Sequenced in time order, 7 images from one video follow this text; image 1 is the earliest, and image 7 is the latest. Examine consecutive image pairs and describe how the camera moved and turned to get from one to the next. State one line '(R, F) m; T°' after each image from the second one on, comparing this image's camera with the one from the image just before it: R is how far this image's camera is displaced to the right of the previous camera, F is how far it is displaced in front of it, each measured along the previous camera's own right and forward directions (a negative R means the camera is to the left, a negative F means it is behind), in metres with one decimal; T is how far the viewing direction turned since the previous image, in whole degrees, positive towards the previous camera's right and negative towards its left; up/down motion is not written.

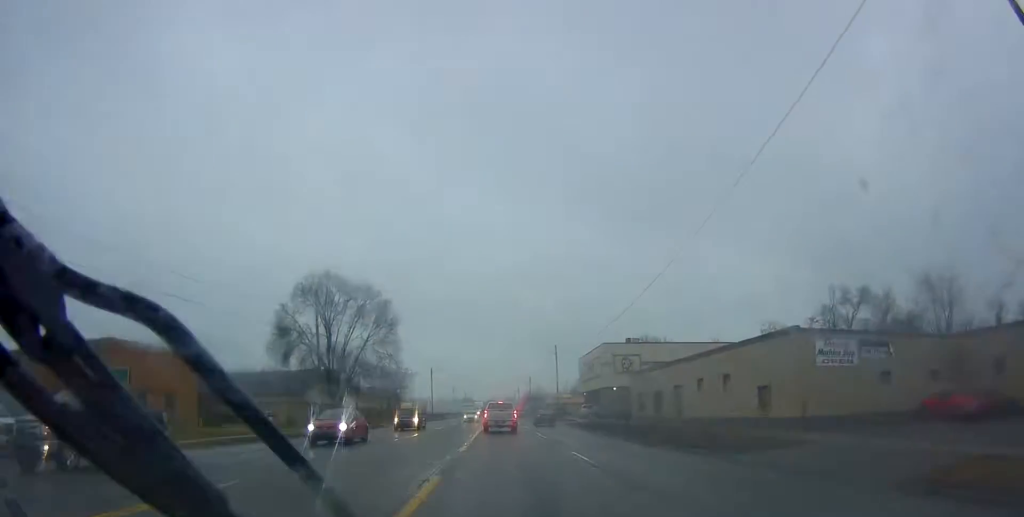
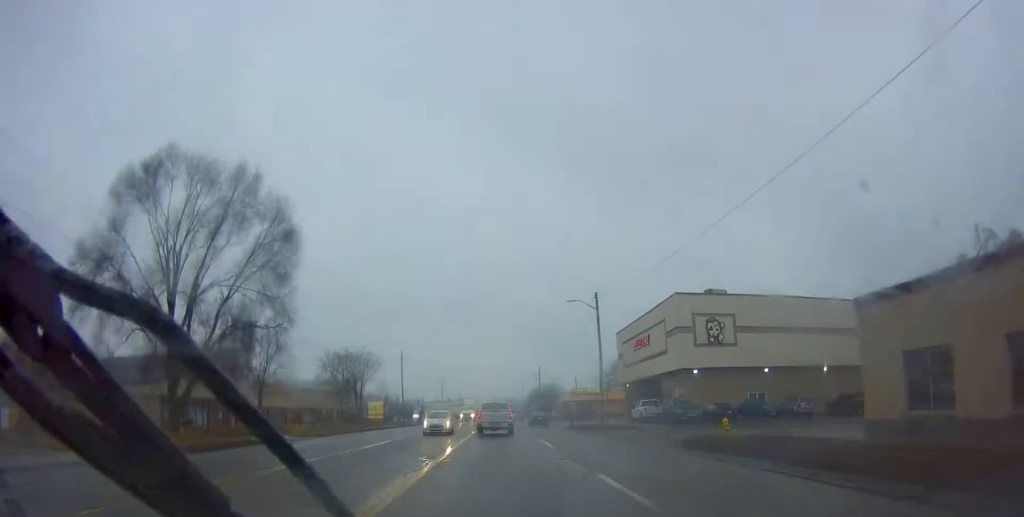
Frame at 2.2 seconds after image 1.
(-0.7, +36.6) m; +2°
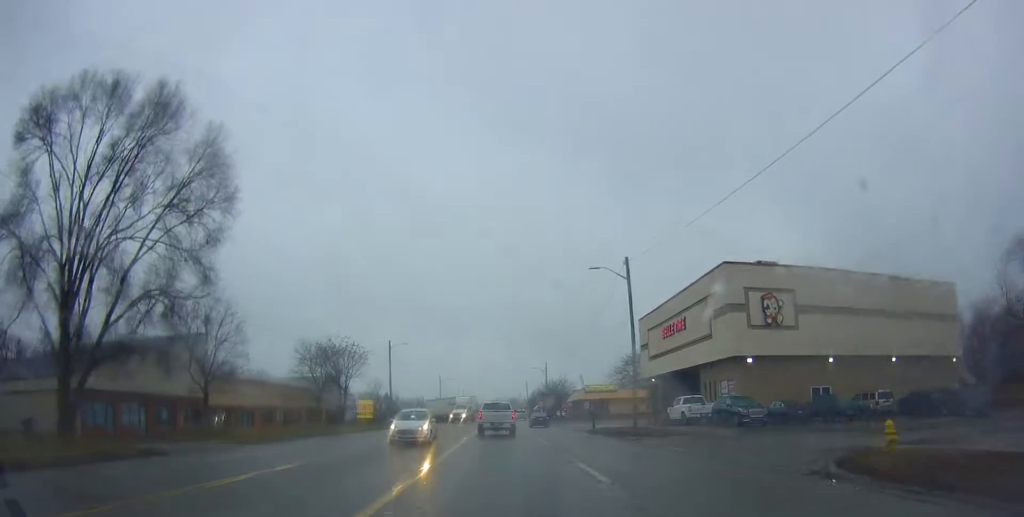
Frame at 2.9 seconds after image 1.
(+0.3, +11.2) m; +1°
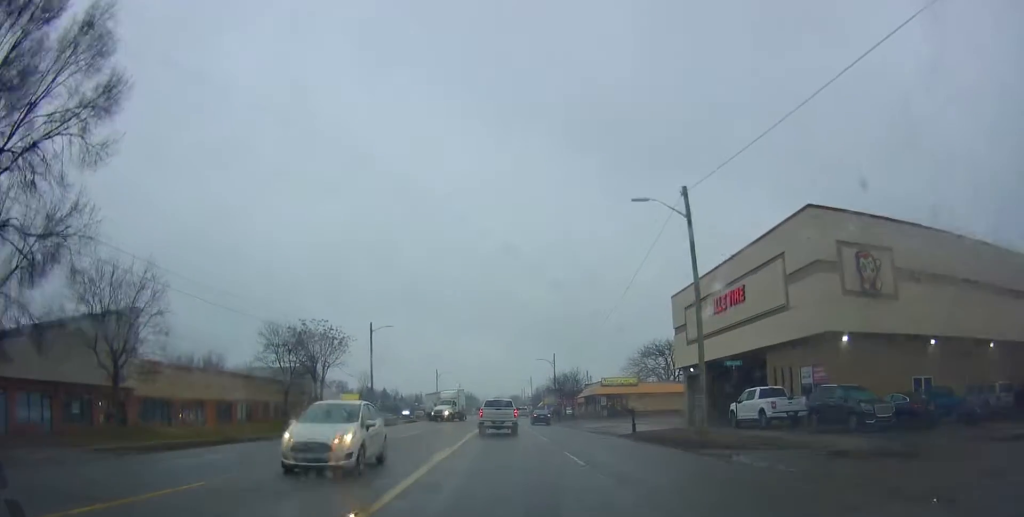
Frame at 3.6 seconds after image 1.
(+0.1, +12.0) m; -1°
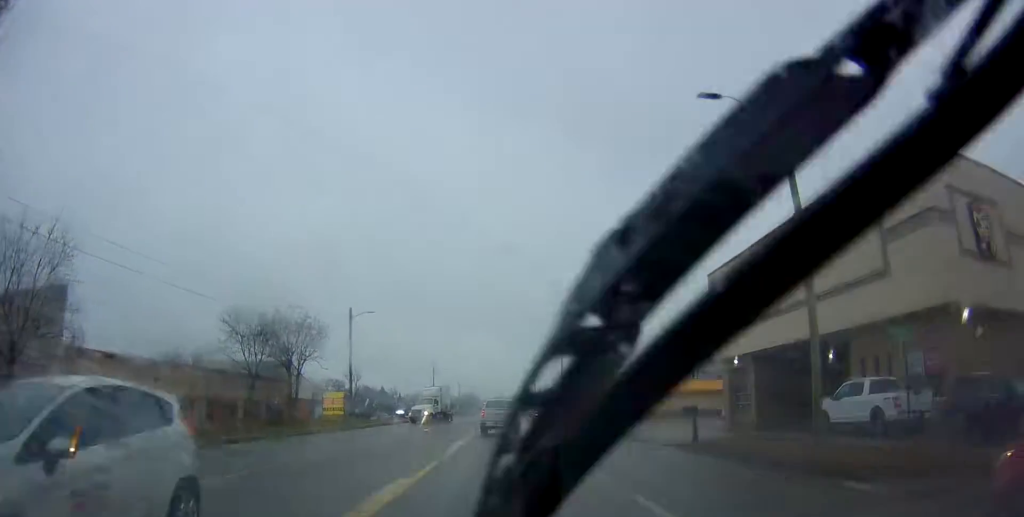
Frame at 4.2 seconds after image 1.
(-0.2, +9.6) m; 0°
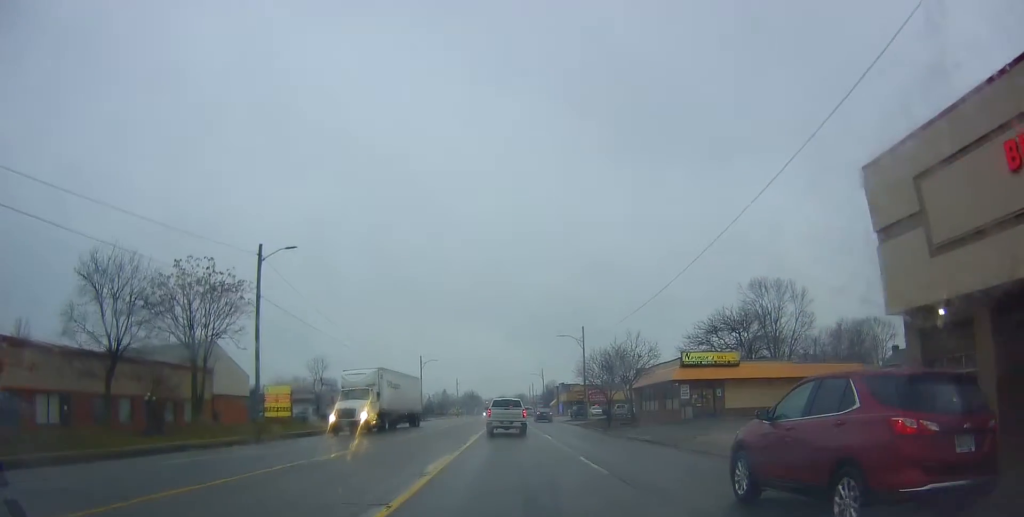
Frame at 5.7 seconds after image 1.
(+0.1, +22.9) m; -2°
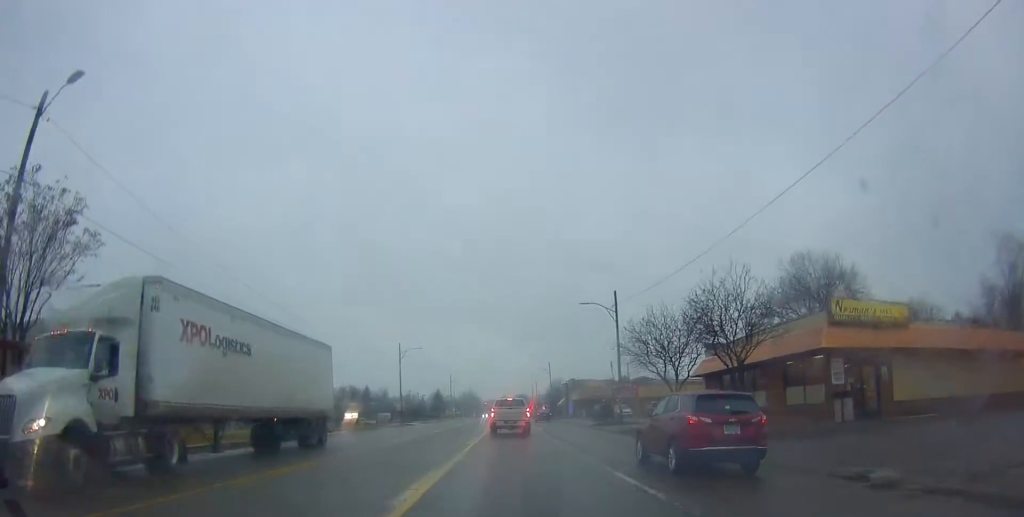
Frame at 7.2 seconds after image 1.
(-0.5, +19.8) m; +1°
